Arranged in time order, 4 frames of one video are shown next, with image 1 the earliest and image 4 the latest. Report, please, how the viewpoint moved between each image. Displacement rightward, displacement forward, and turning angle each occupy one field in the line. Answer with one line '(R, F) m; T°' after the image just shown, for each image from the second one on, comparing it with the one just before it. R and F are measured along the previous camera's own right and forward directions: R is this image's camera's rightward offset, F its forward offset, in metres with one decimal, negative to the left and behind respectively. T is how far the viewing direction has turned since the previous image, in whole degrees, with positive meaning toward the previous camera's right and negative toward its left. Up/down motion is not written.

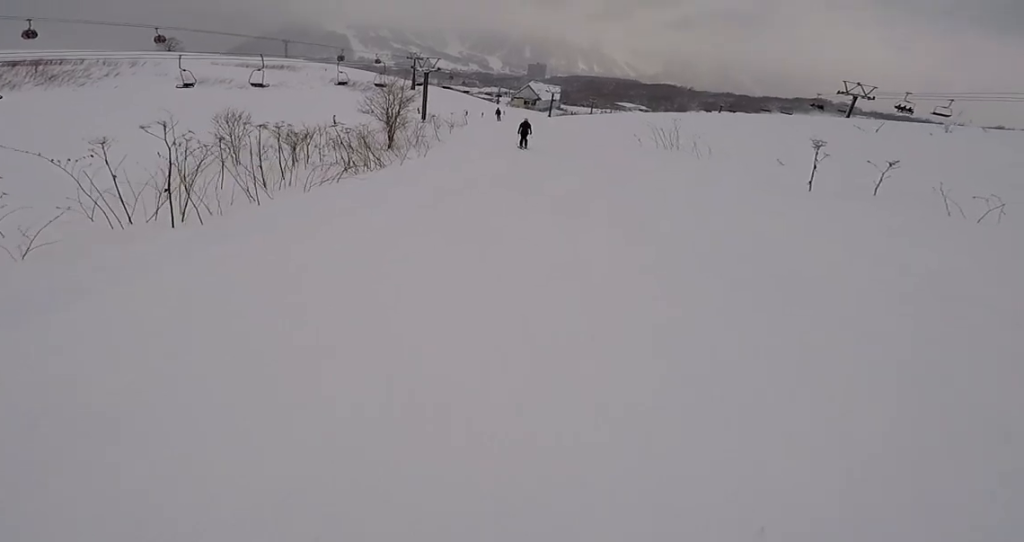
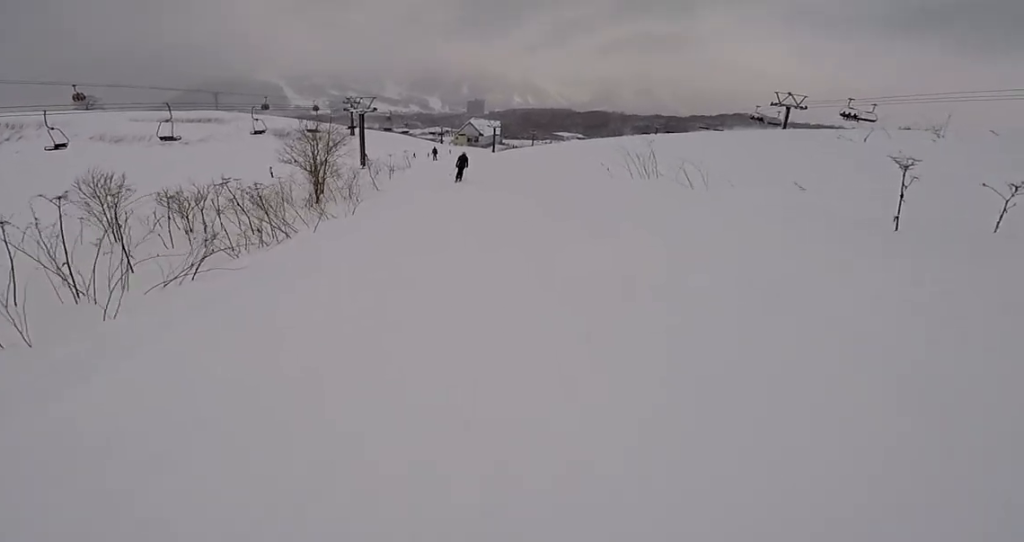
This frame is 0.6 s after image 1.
(+0.7, +4.3) m; +4°
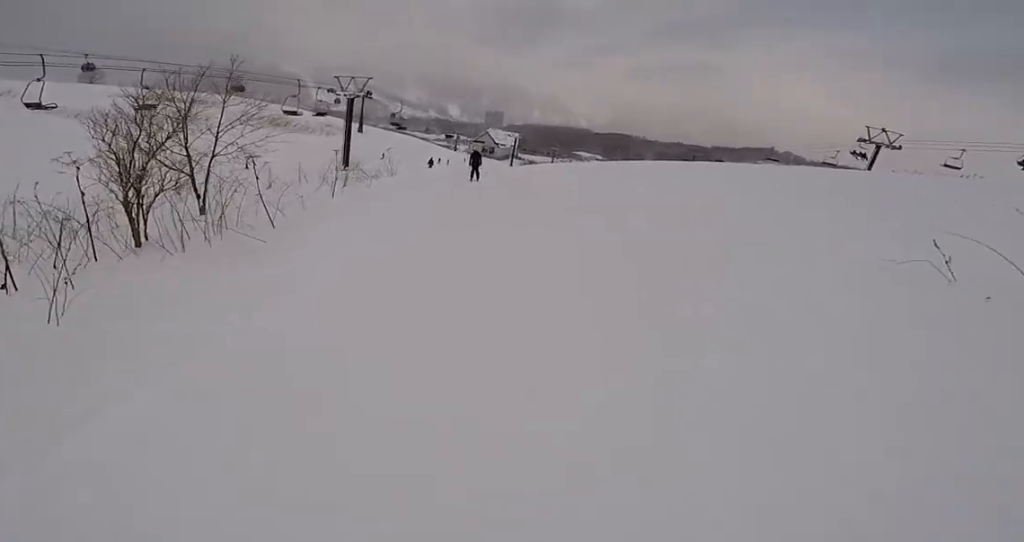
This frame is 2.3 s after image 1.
(+0.1, +13.6) m; -3°
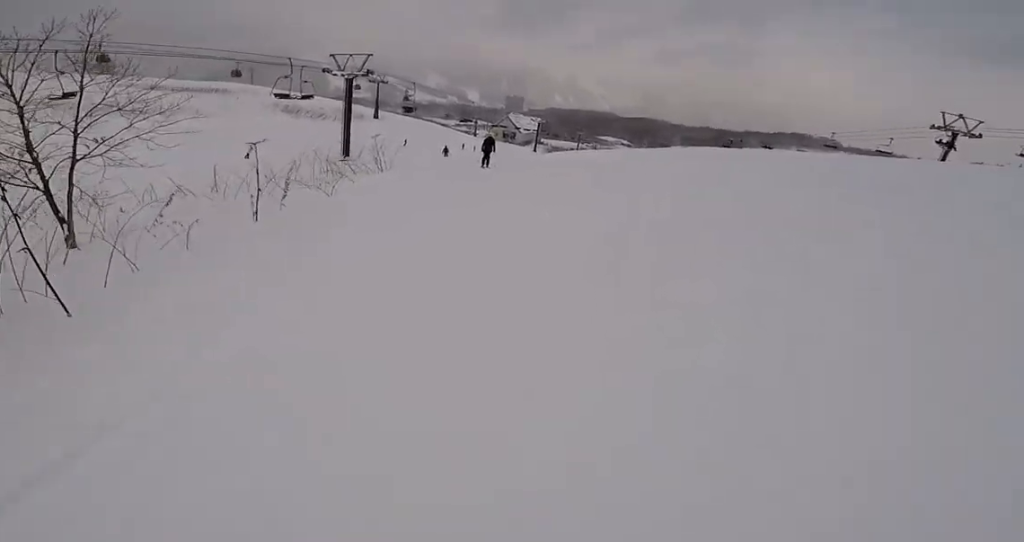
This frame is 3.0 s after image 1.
(0.0, +5.5) m; -2°
